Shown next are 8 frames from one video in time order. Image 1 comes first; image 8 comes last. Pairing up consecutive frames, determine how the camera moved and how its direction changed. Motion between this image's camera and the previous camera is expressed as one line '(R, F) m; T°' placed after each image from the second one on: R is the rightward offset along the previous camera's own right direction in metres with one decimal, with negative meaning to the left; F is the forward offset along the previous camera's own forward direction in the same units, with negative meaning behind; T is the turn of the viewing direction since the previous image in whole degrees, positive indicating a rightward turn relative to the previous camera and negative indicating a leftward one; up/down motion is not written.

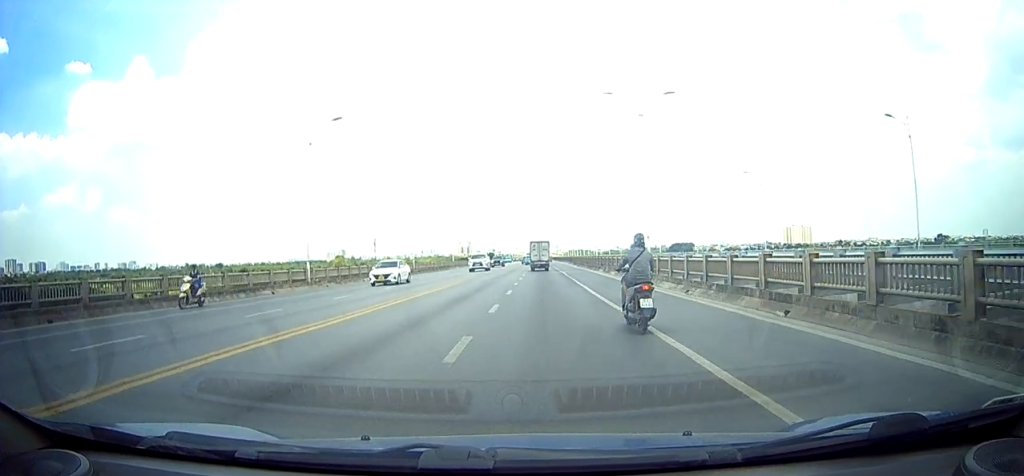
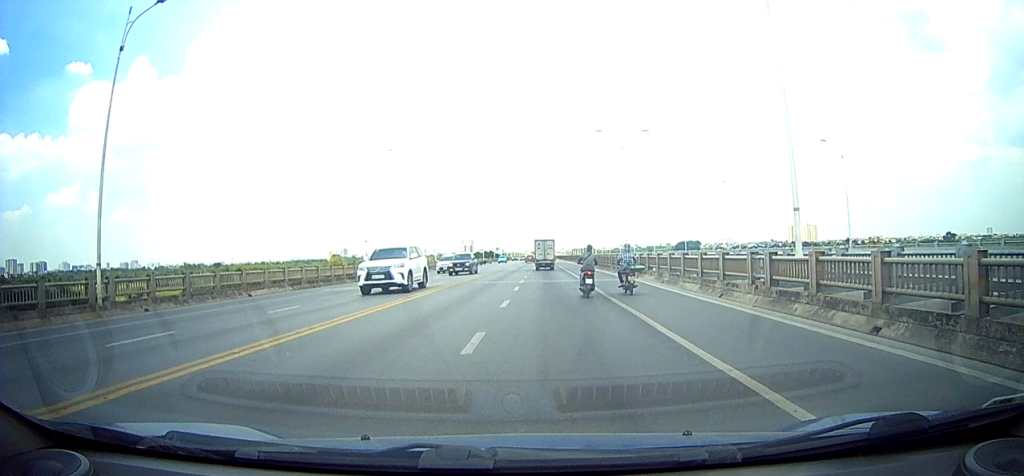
(-0.5, +20.5) m; -2°
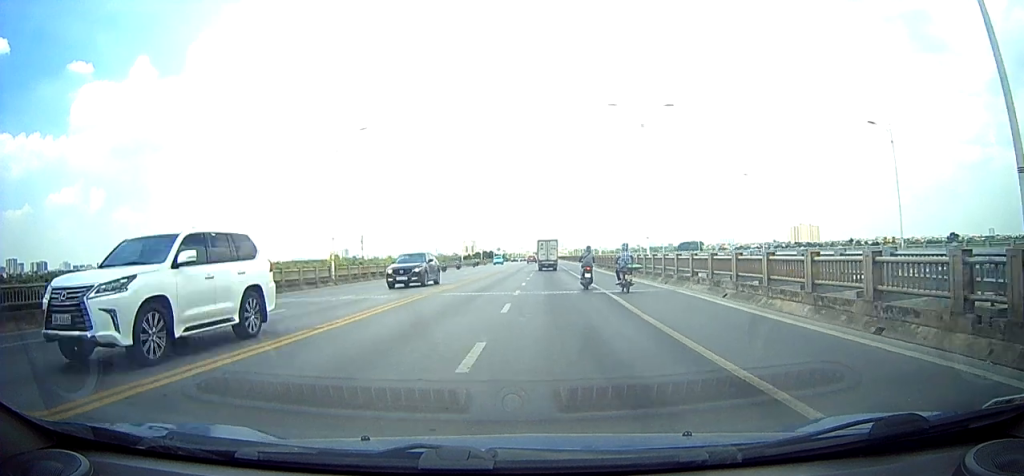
(0.0, +8.3) m; 0°
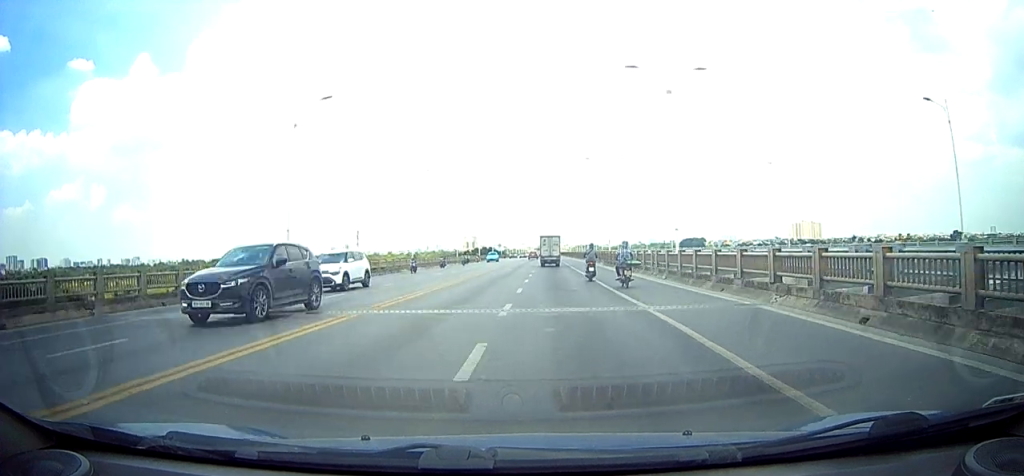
(0.0, +9.4) m; 0°
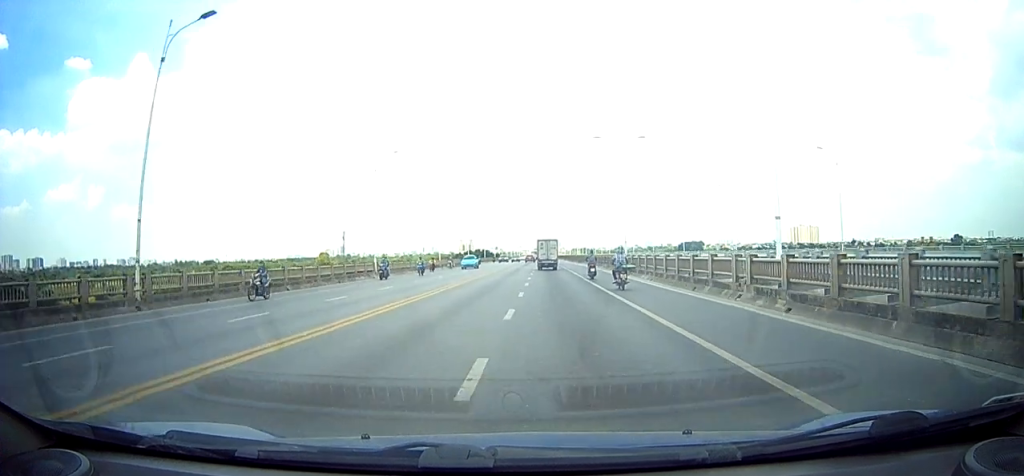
(+0.1, +13.0) m; +1°
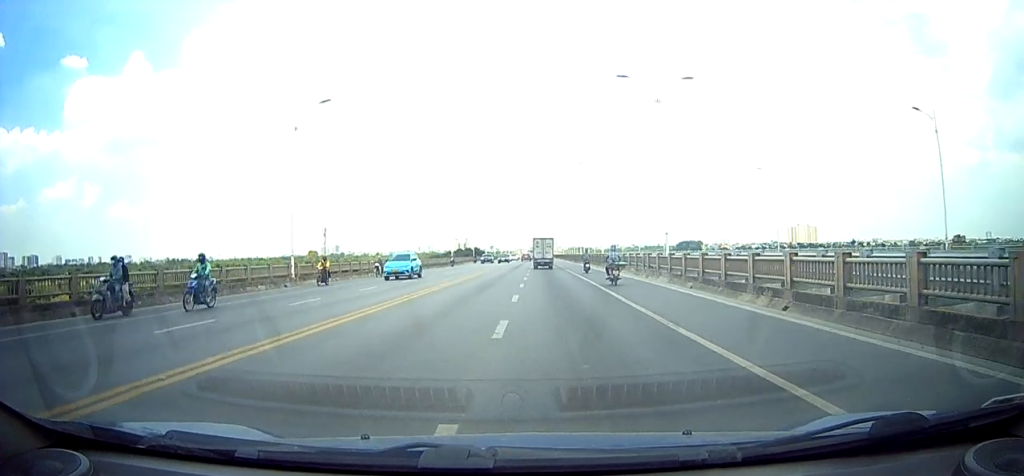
(+0.1, +16.4) m; +1°
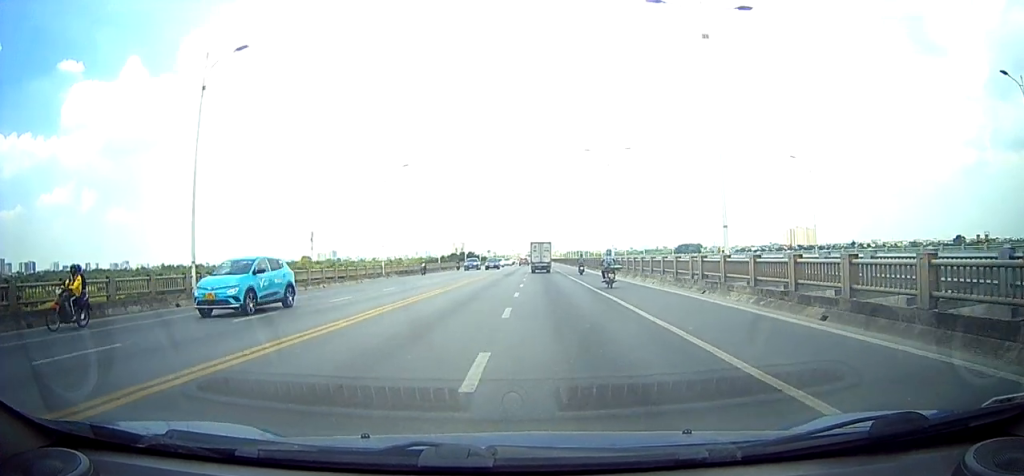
(0.0, +10.0) m; 0°
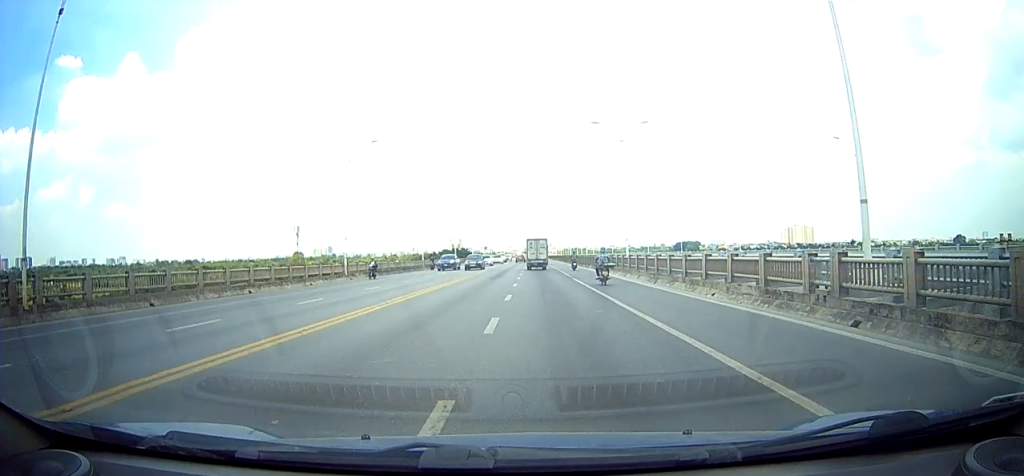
(0.0, +9.8) m; -1°
